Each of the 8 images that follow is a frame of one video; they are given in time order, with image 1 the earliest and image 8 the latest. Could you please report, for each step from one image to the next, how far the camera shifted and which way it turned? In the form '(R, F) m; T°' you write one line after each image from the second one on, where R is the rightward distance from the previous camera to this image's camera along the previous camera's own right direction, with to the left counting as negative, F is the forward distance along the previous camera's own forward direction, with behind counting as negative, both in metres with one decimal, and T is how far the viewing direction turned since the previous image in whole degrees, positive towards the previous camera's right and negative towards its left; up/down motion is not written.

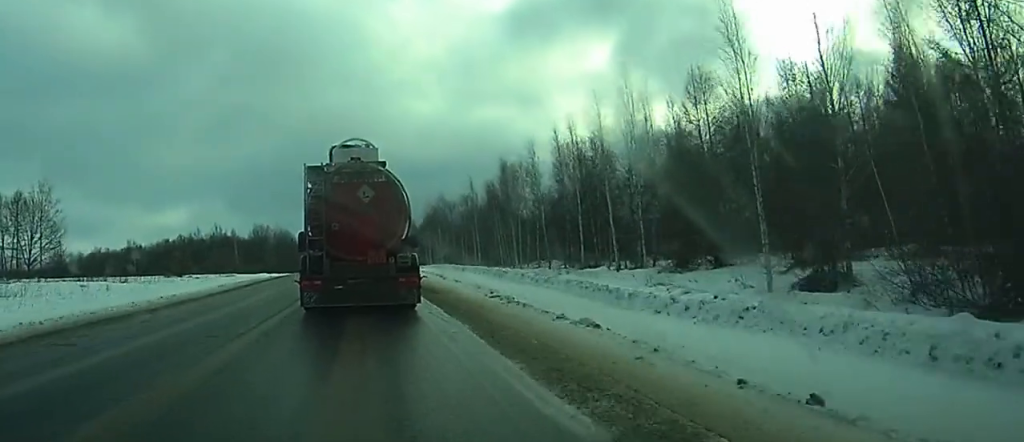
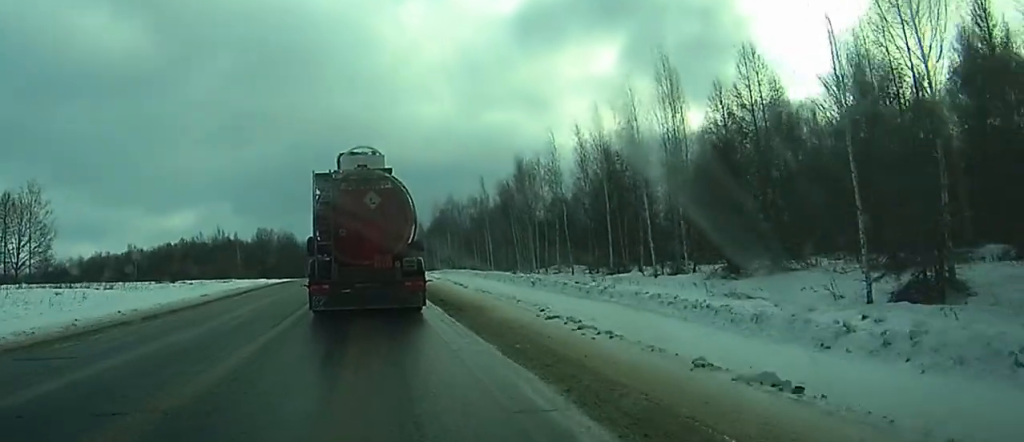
(0.0, +6.7) m; 0°
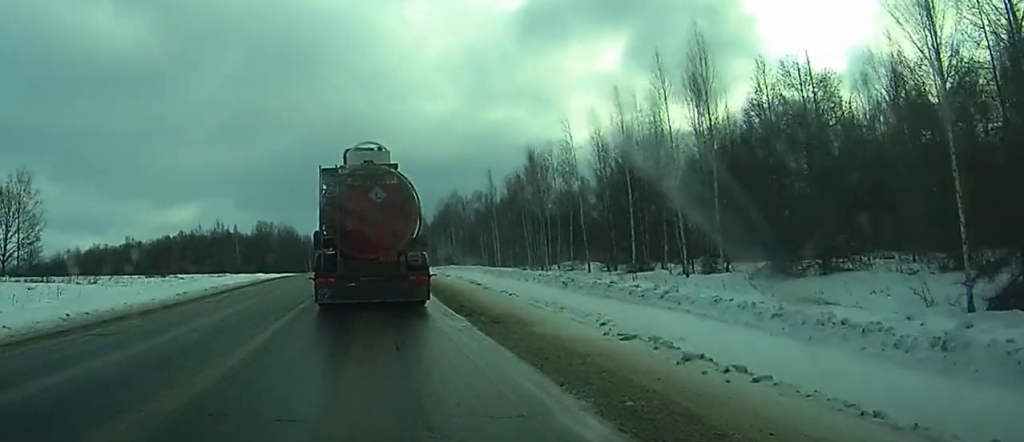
(0.0, +4.9) m; 0°
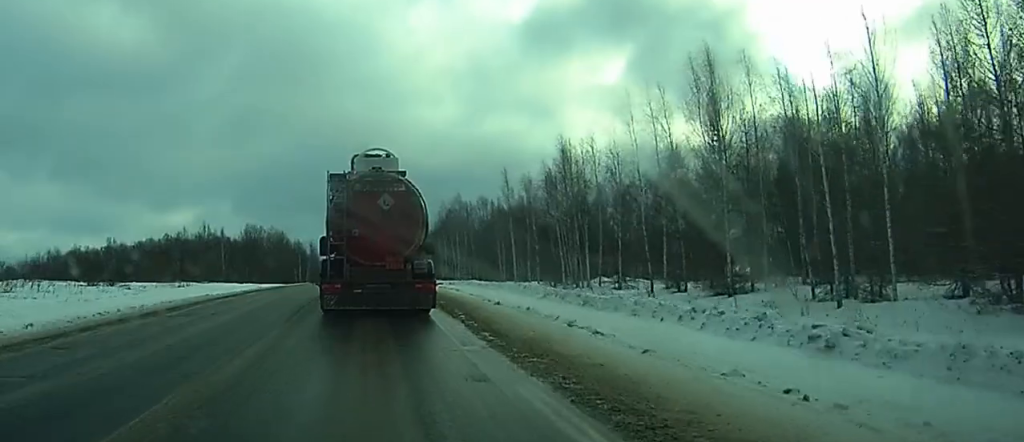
(-0.1, +15.3) m; -1°
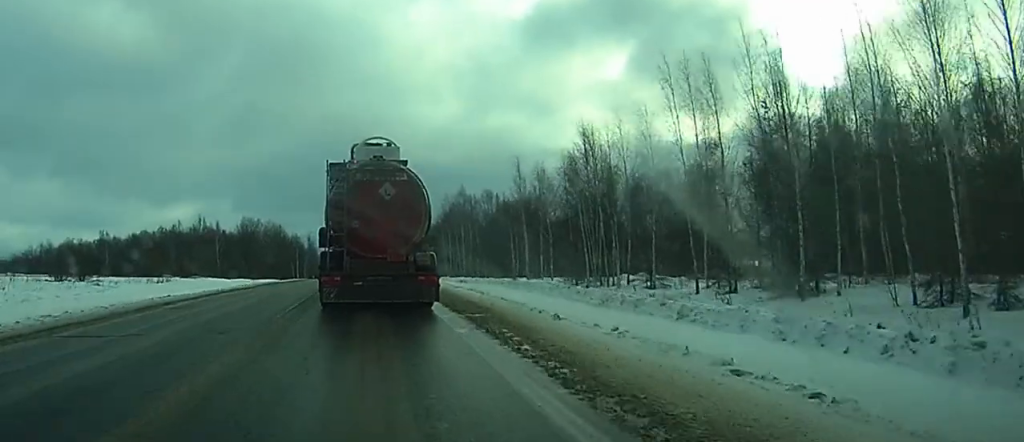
(-0.1, +6.7) m; 0°
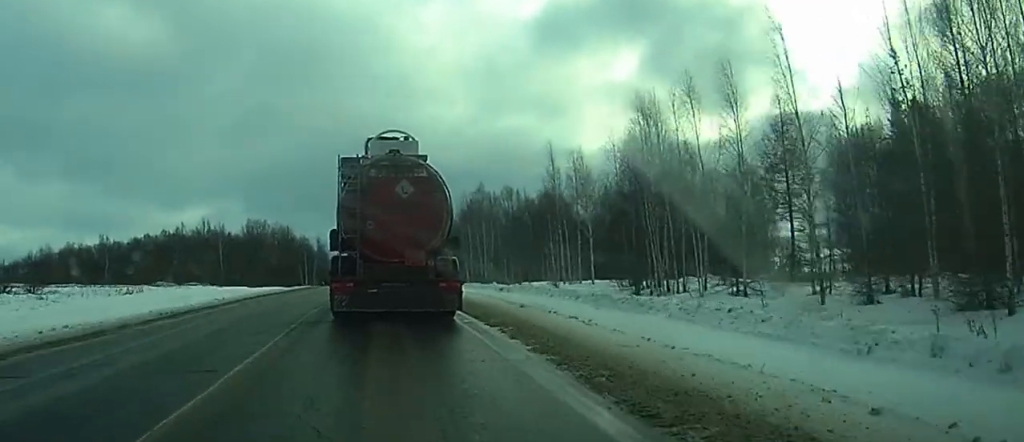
(+0.1, +10.7) m; +1°
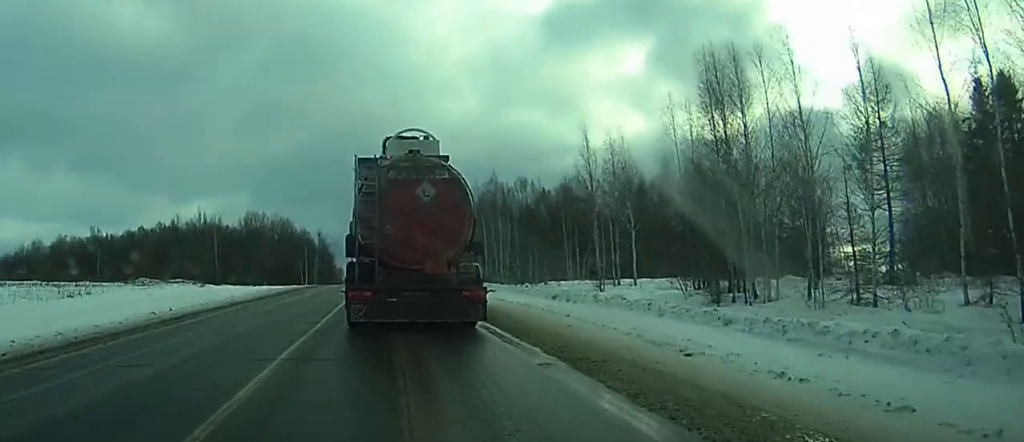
(+0.2, +11.1) m; +1°
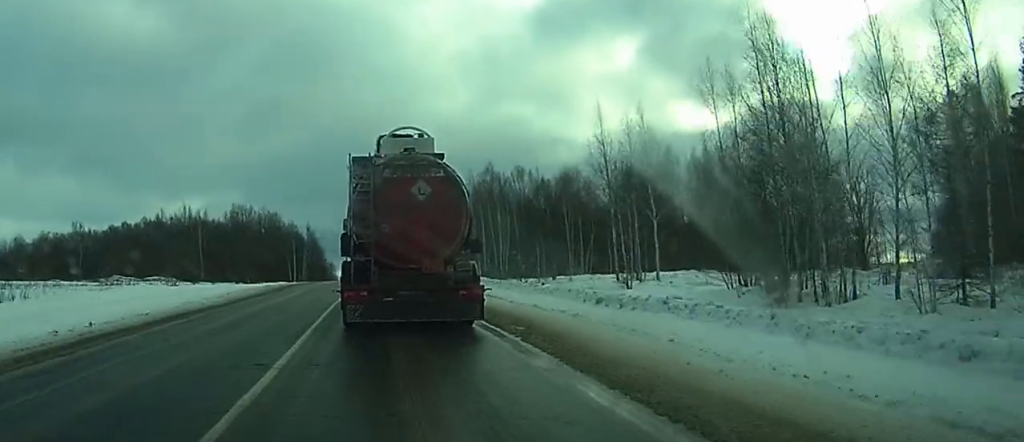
(0.0, +7.6) m; -2°
